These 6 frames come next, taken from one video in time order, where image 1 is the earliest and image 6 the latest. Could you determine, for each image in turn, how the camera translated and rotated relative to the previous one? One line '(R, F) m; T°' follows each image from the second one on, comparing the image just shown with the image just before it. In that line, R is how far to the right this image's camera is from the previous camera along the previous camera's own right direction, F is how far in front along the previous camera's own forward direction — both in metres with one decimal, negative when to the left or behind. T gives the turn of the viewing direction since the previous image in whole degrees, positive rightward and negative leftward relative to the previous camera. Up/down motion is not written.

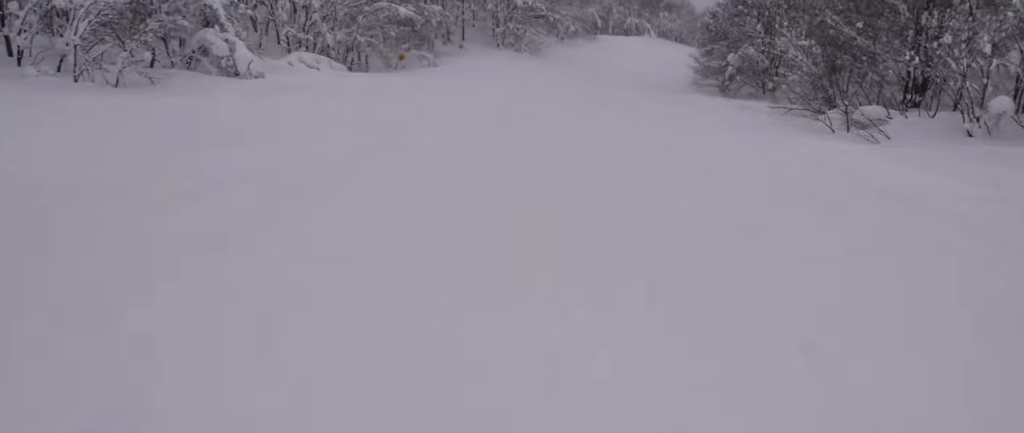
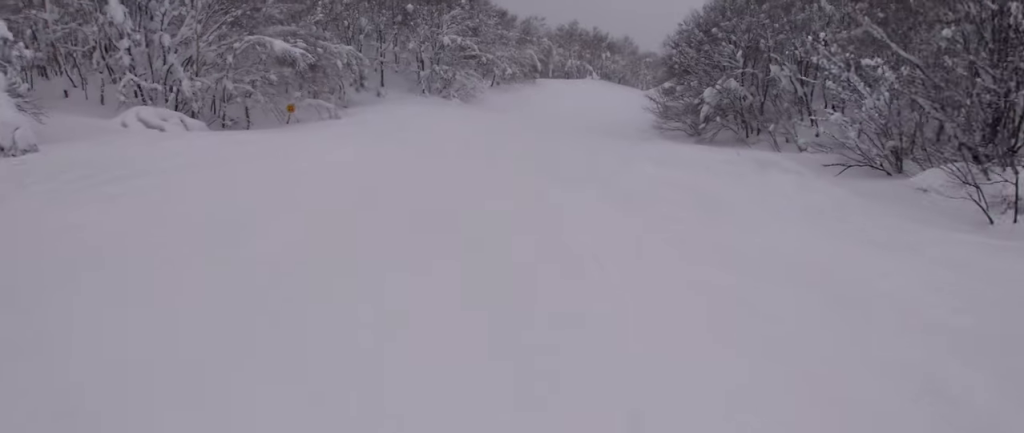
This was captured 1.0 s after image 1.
(+1.1, +10.4) m; 0°
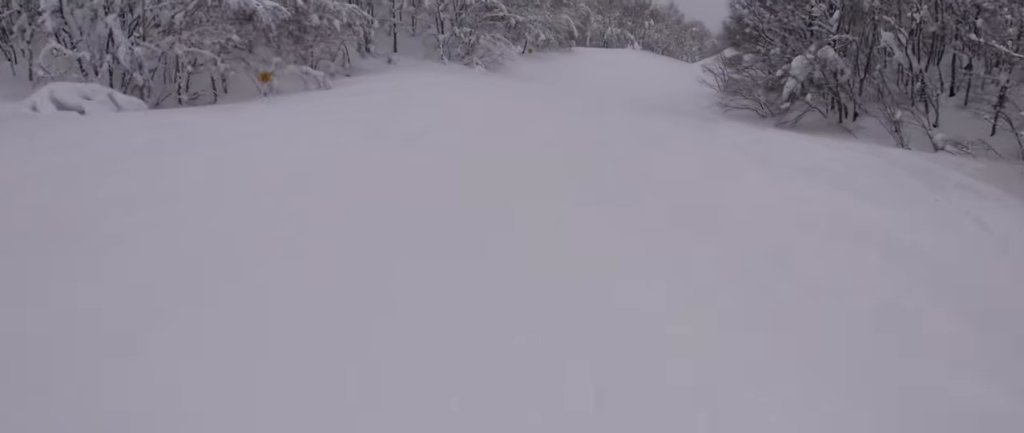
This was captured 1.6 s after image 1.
(-0.6, +7.2) m; +1°
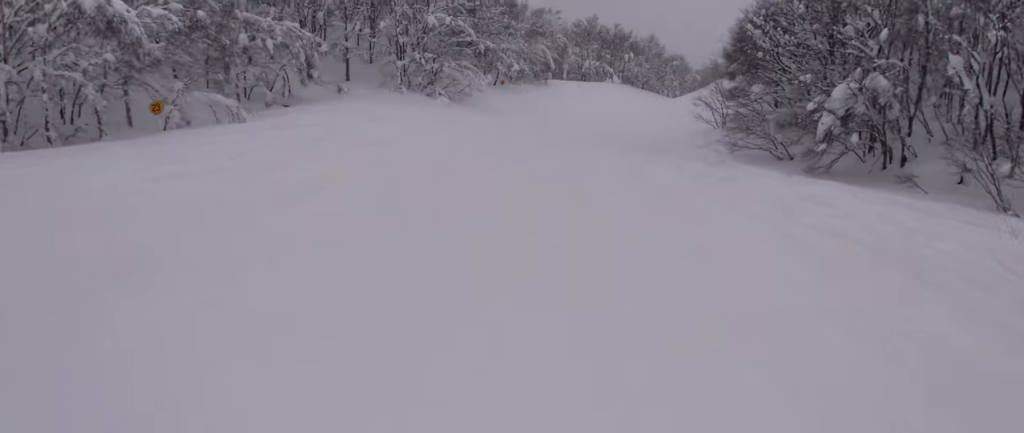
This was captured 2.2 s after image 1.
(-0.3, +6.5) m; +2°
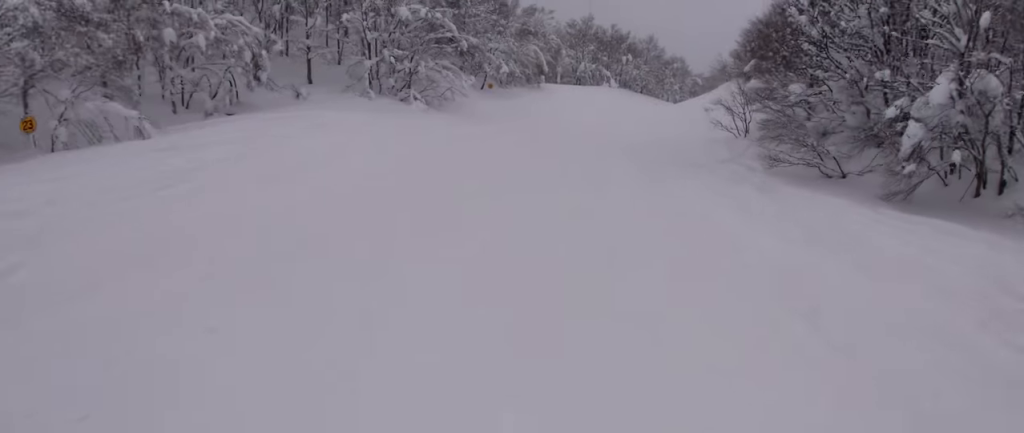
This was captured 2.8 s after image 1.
(+0.7, +5.8) m; +3°
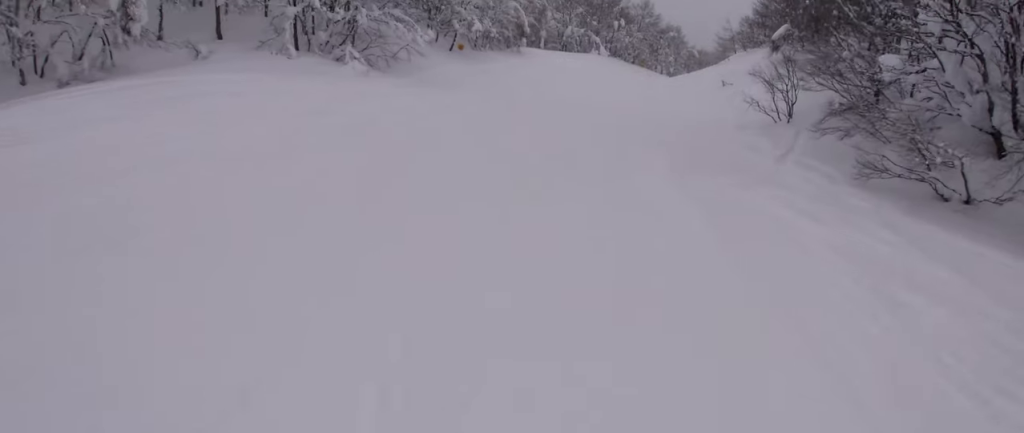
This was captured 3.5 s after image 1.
(+0.2, +8.5) m; -2°
